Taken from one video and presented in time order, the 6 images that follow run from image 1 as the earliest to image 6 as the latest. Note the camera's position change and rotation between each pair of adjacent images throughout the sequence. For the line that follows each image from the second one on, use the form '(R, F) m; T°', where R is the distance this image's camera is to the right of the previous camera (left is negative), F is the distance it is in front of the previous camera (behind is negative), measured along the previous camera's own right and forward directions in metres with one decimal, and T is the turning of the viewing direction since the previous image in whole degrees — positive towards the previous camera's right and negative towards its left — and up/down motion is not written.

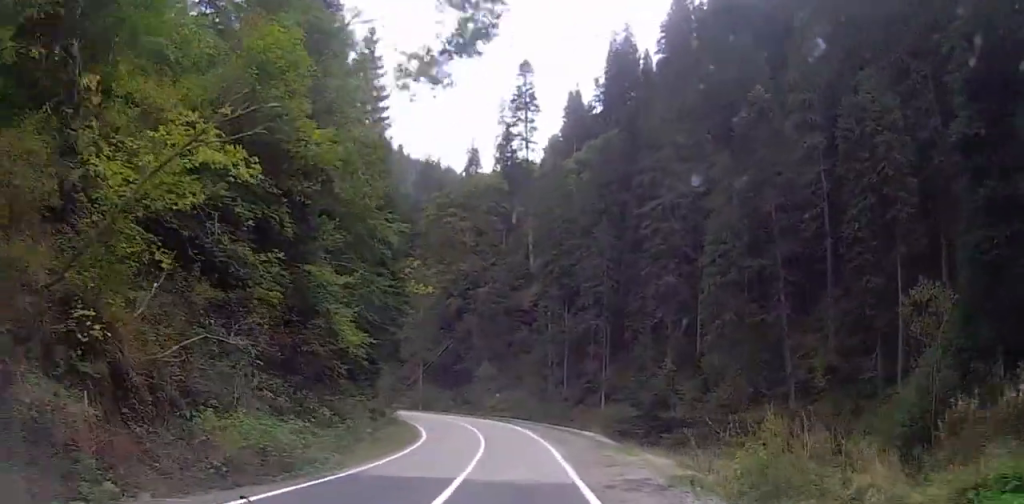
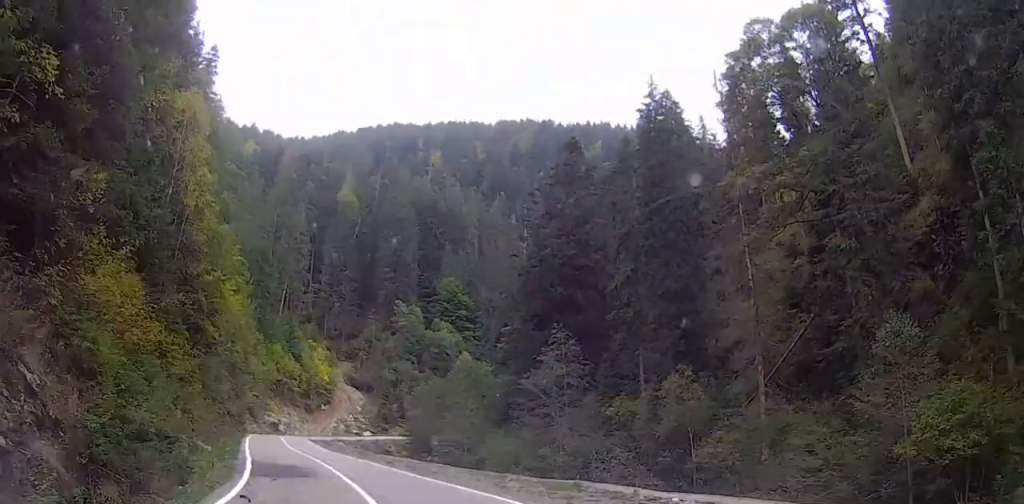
(-9.9, +50.3) m; -33°
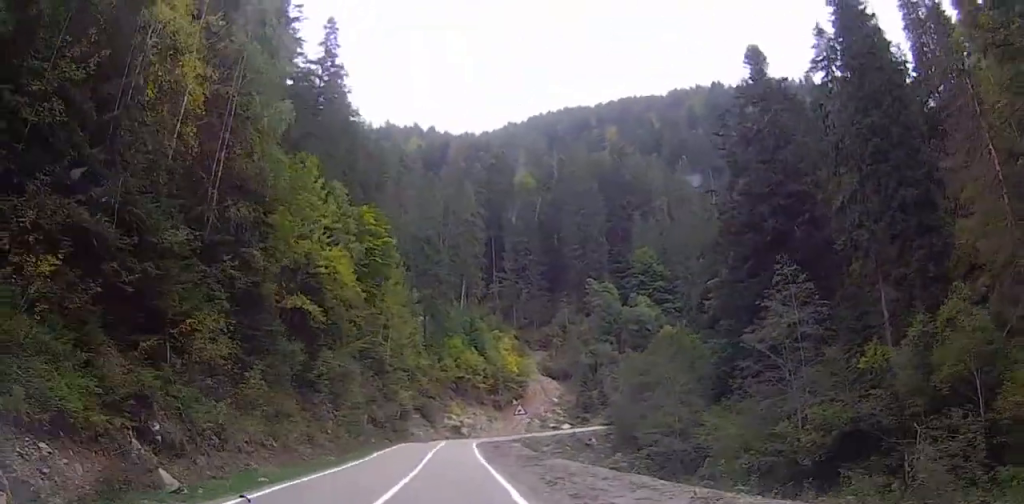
(-3.1, +14.1) m; -15°
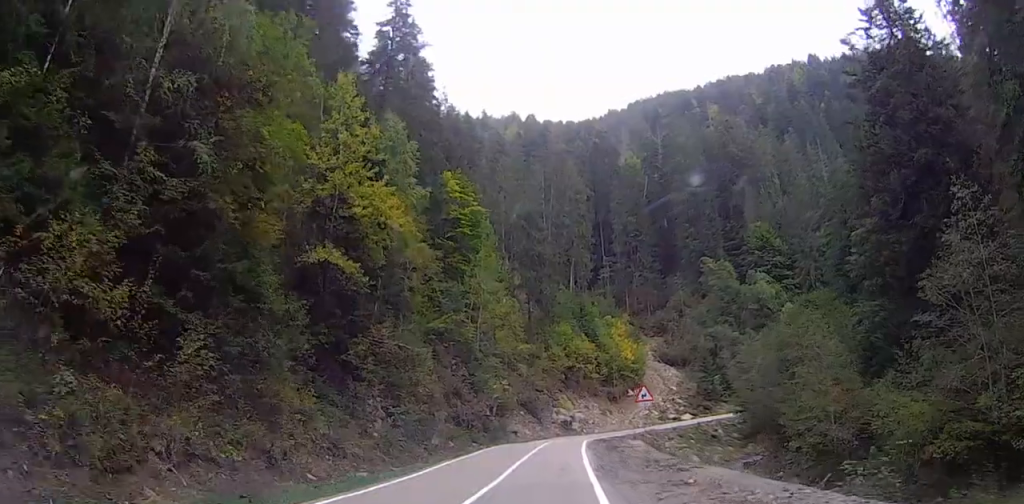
(-0.1, +11.5) m; 0°
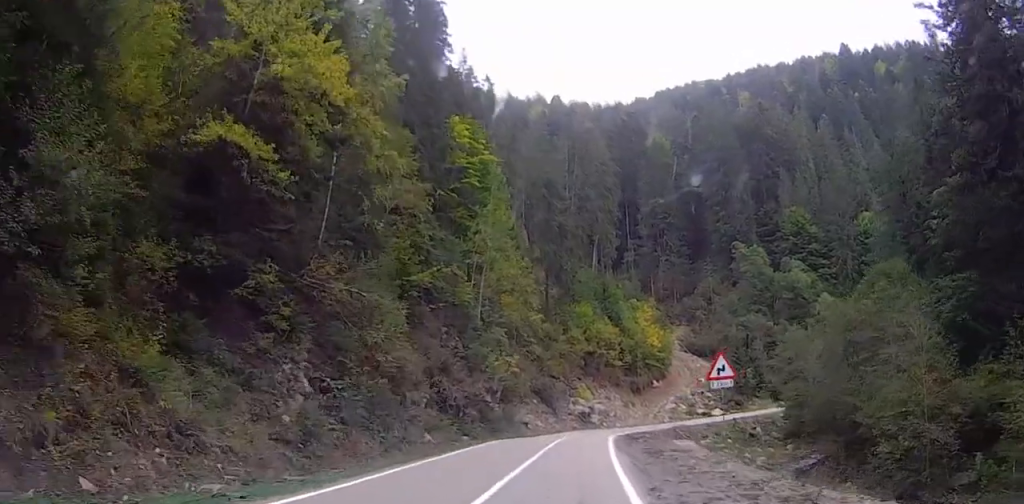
(0.0, +10.7) m; -2°
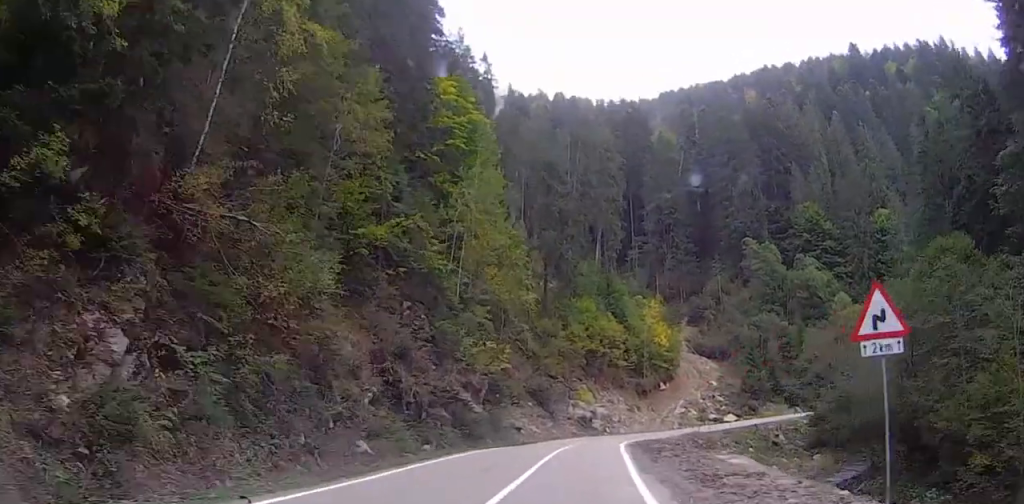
(-0.3, +8.6) m; -3°
